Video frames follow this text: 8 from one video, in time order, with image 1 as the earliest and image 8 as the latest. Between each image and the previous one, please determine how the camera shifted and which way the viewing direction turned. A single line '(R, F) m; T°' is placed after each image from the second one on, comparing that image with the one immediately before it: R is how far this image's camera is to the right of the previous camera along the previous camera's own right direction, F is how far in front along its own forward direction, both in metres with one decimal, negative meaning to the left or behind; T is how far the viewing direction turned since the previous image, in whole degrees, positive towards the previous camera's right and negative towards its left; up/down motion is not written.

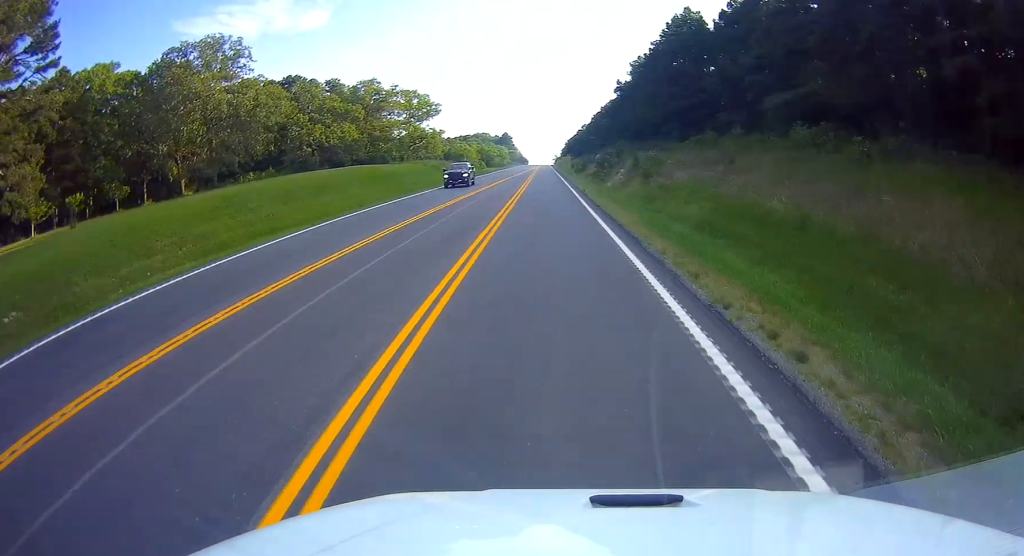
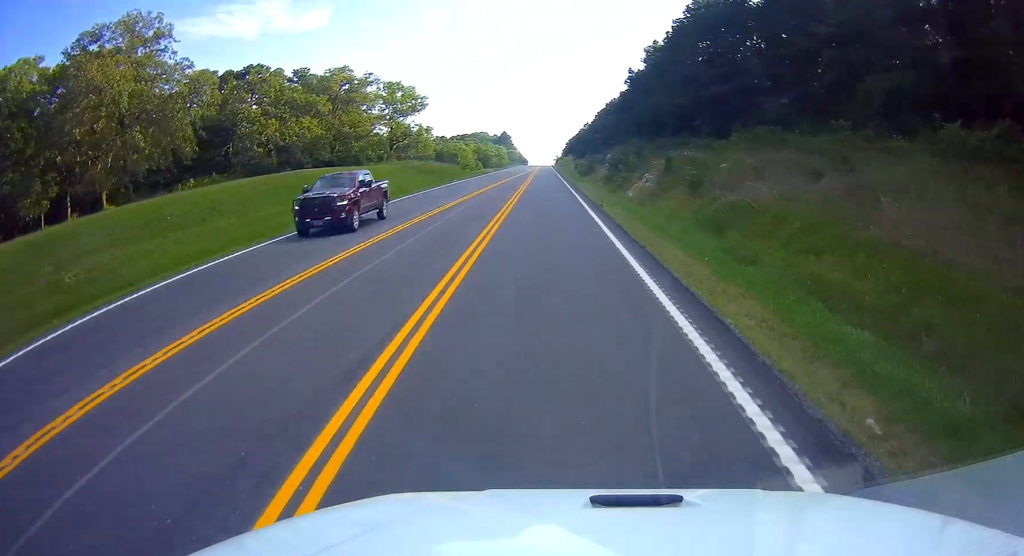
(0.0, +15.4) m; 0°
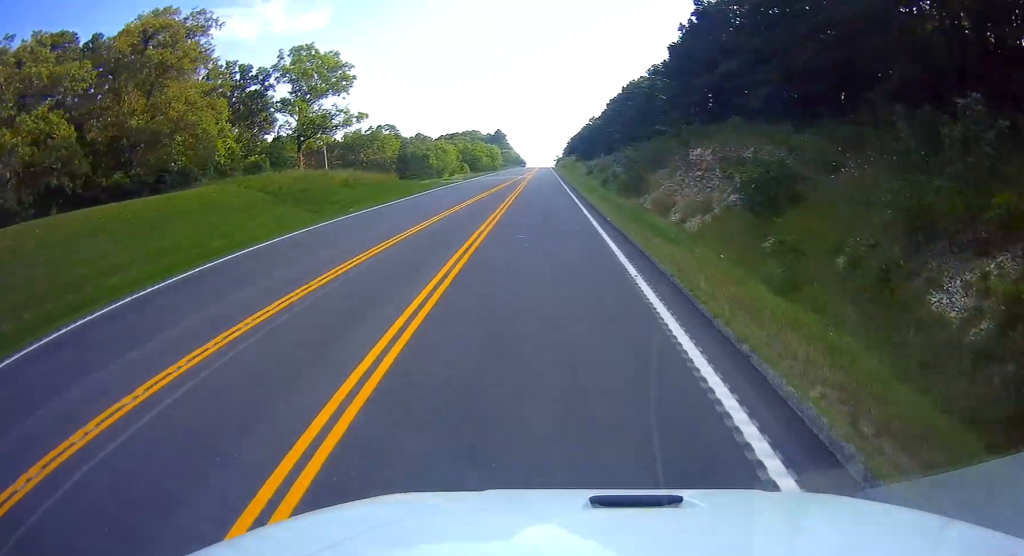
(0.0, +45.1) m; 0°
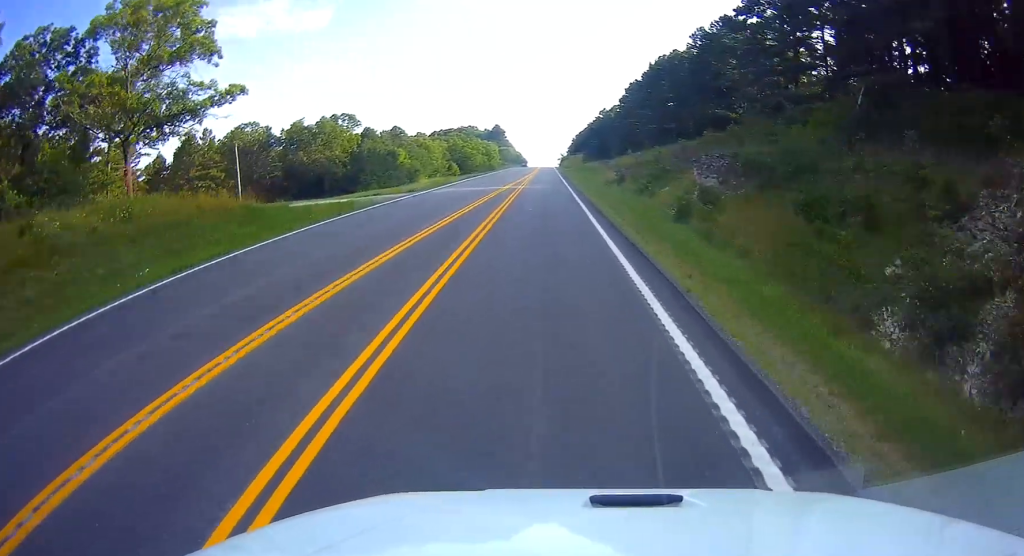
(0.0, +34.8) m; 0°
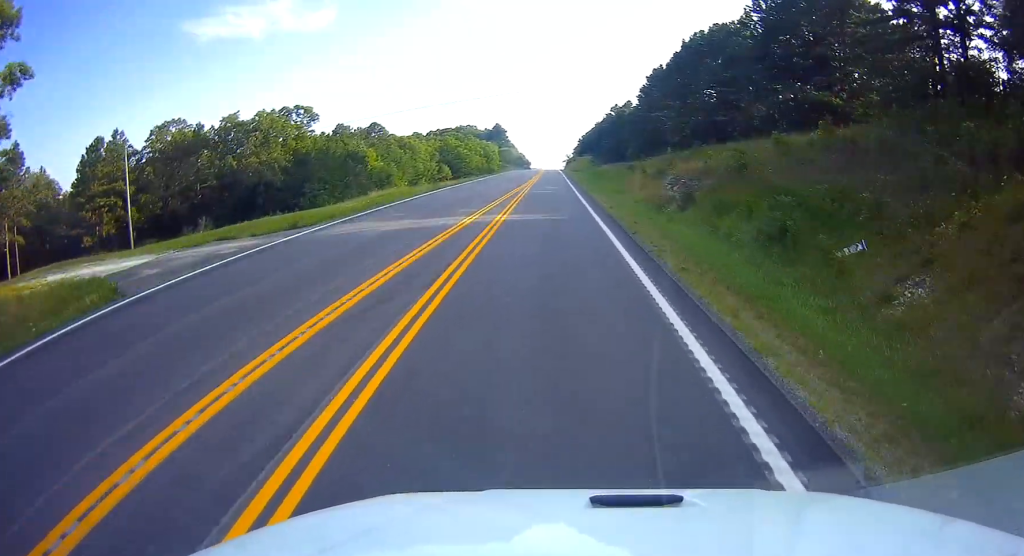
(0.0, +24.6) m; 0°
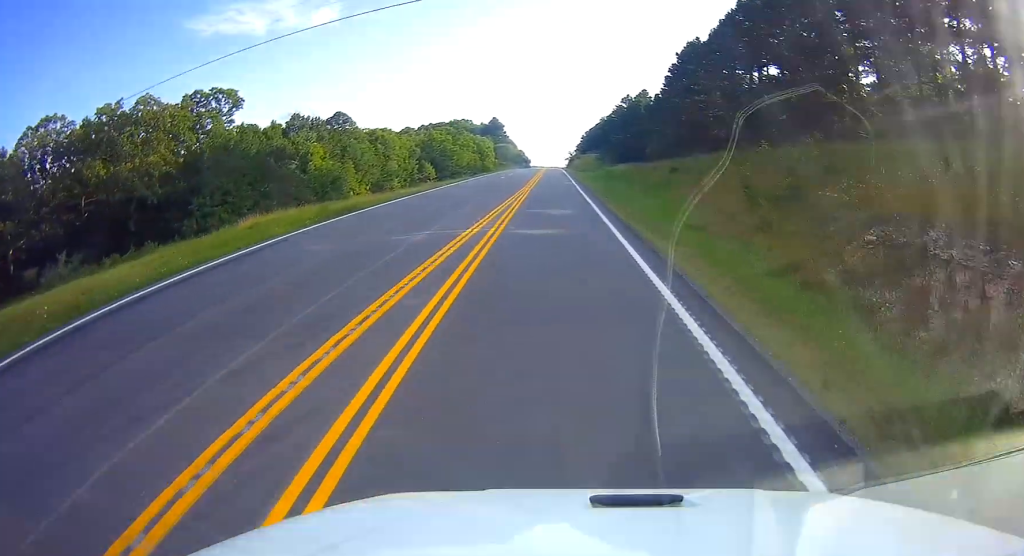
(0.0, +25.6) m; -1°
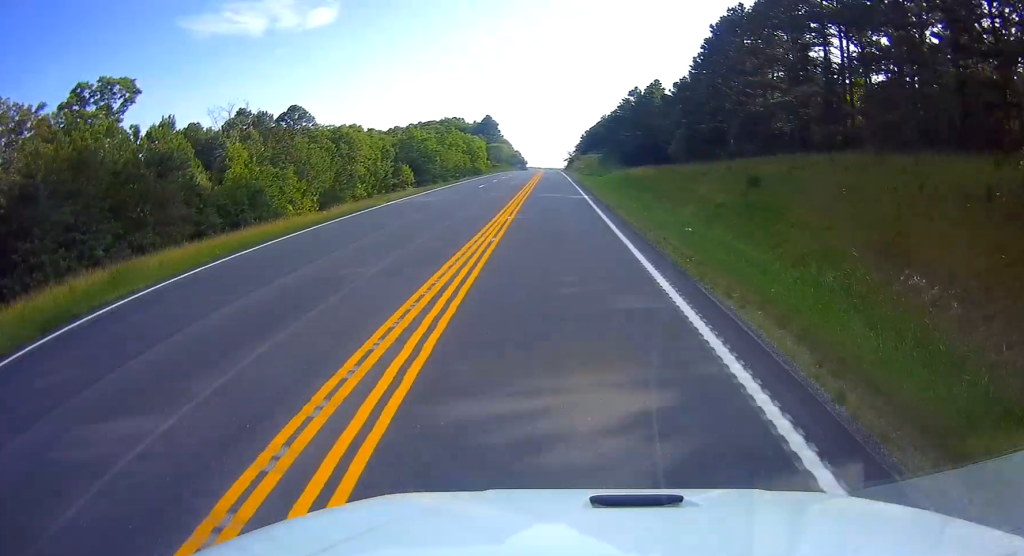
(-0.5, +20.4) m; 0°
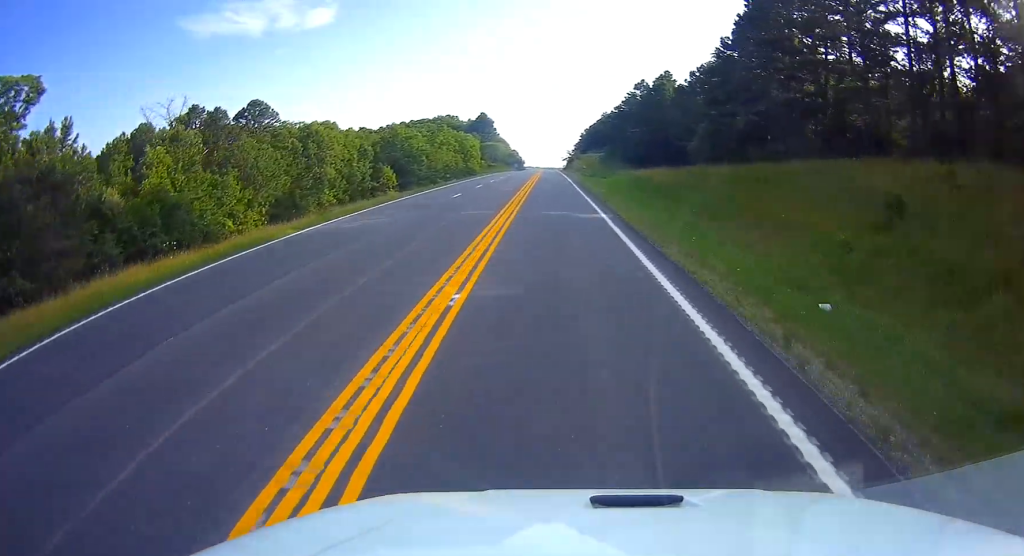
(-0.1, +13.3) m; 0°
